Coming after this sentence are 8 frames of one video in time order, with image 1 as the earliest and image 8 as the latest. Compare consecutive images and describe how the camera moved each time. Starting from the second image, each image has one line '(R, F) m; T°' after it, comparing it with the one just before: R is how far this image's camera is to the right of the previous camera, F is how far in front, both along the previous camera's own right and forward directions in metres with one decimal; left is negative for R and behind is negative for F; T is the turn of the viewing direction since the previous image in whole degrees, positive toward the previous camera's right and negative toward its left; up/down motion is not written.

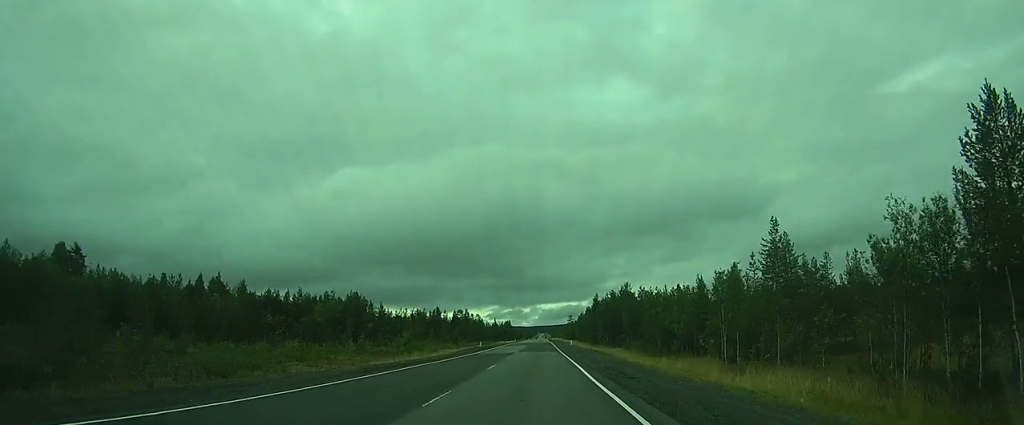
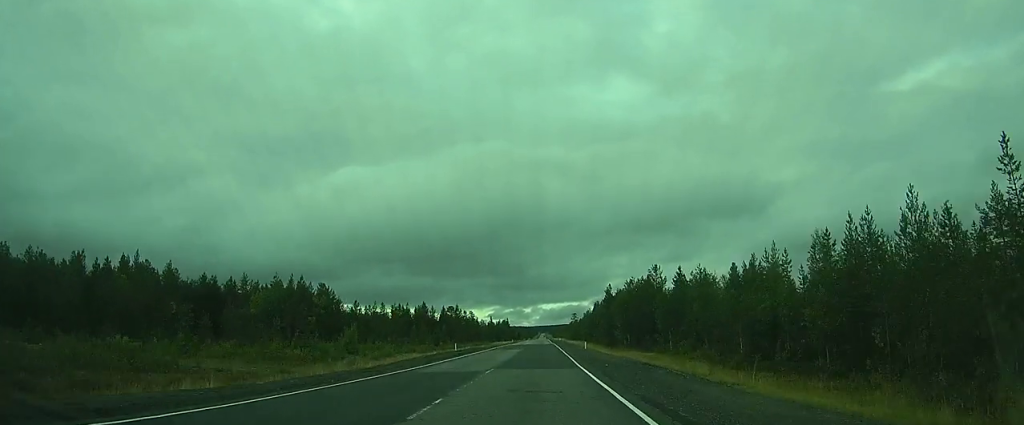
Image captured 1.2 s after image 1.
(0.0, +25.5) m; -1°
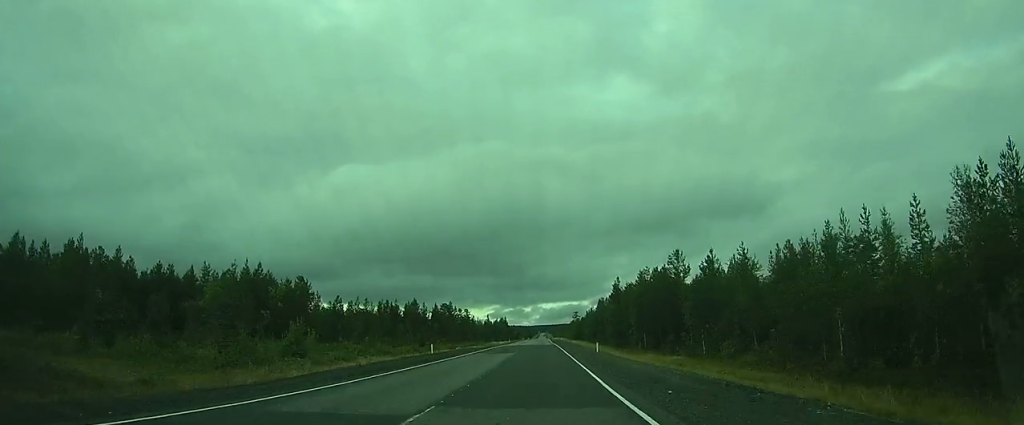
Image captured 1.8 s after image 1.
(-0.1, +12.7) m; 0°
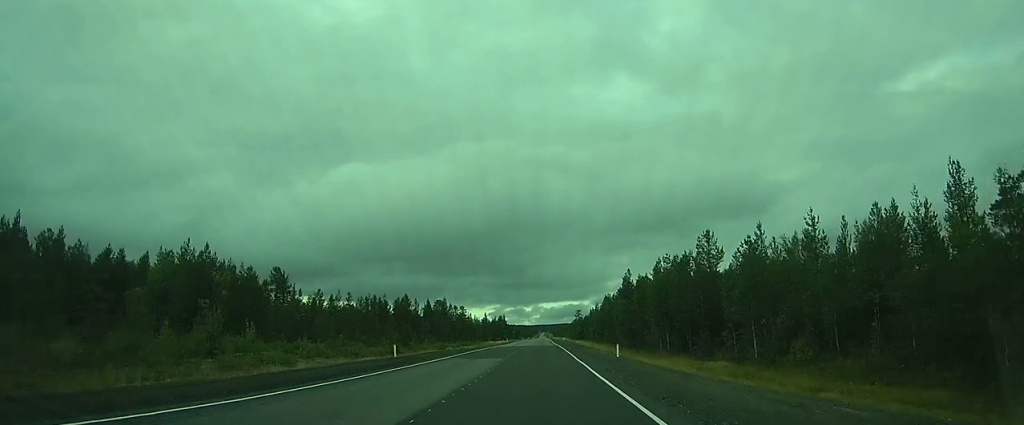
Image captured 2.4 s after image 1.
(0.0, +12.0) m; 0°
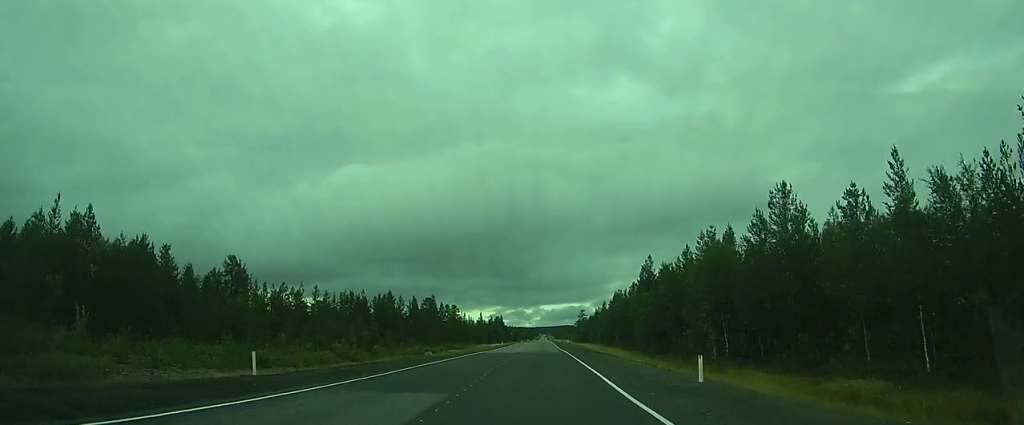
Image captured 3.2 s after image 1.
(0.0, +17.6) m; +1°
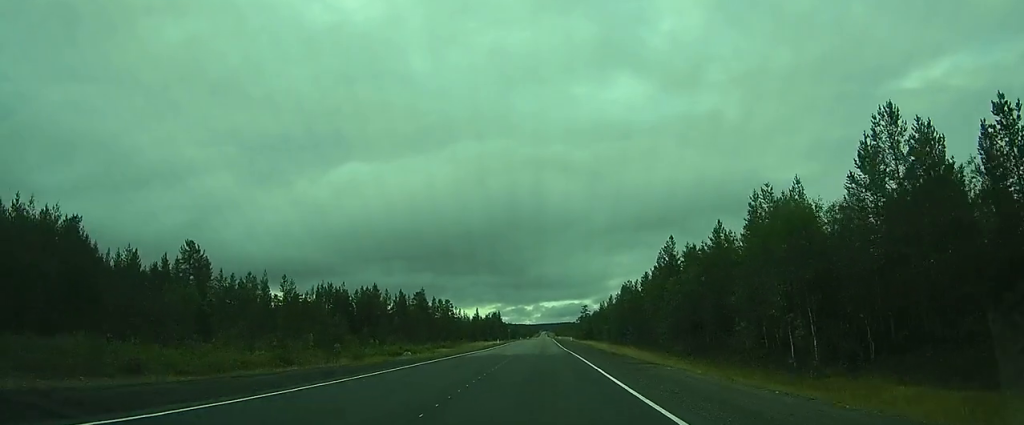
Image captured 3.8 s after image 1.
(+0.2, +12.7) m; +1°
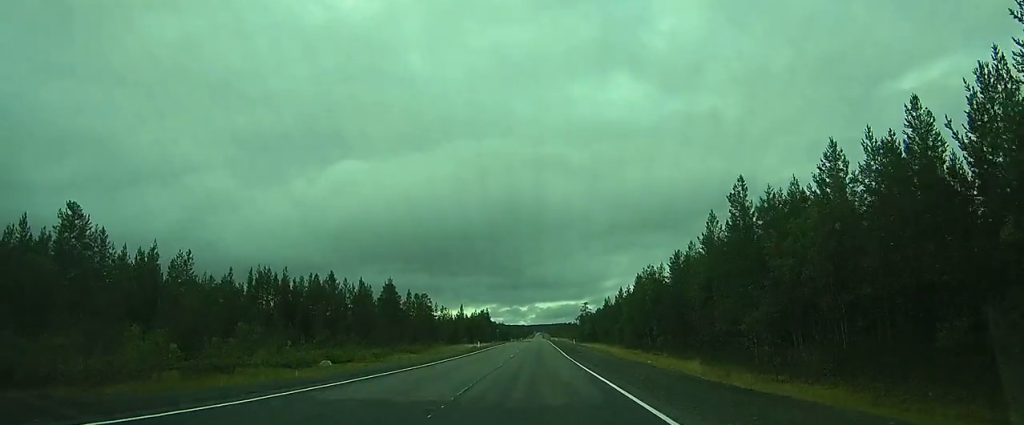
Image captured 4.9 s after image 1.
(+0.2, +24.1) m; 0°
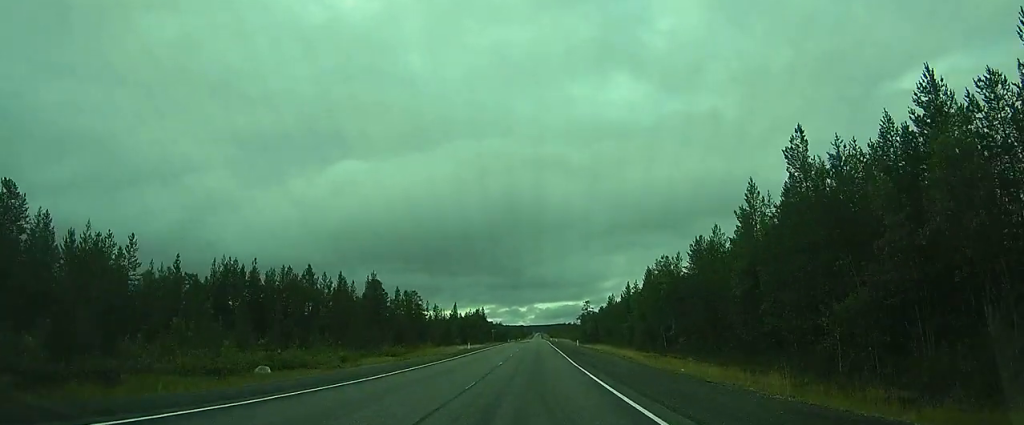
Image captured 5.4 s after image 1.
(0.0, +9.9) m; 0°
